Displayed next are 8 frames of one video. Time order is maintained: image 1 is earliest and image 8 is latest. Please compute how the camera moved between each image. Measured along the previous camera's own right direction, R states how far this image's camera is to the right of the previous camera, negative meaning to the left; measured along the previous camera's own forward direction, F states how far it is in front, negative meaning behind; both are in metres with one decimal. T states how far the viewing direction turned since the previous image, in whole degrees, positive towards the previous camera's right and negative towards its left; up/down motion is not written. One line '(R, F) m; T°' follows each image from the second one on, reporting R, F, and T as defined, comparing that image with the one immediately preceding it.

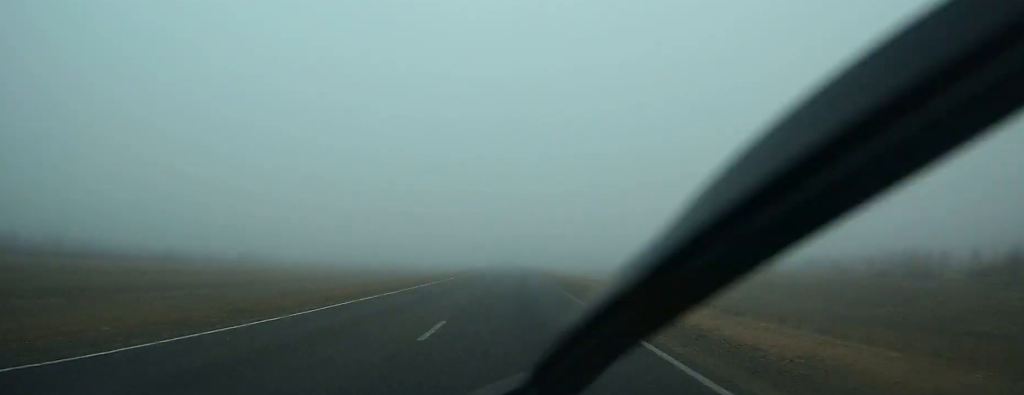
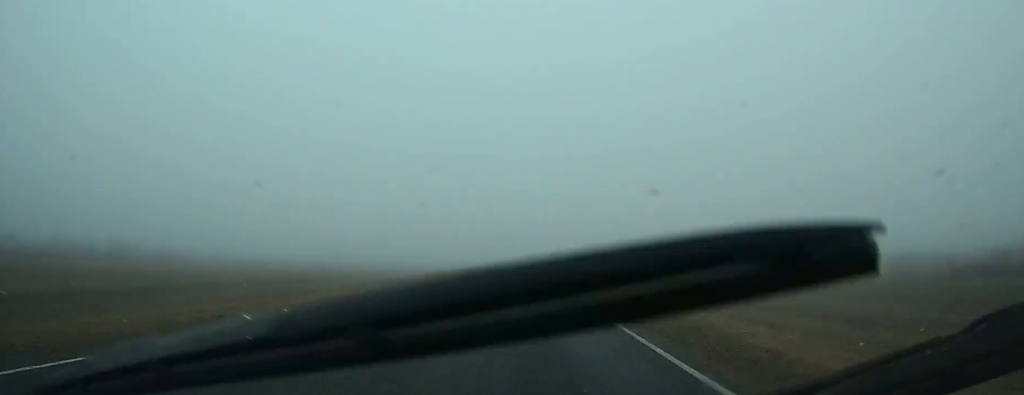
(+0.1, +70.0) m; 0°
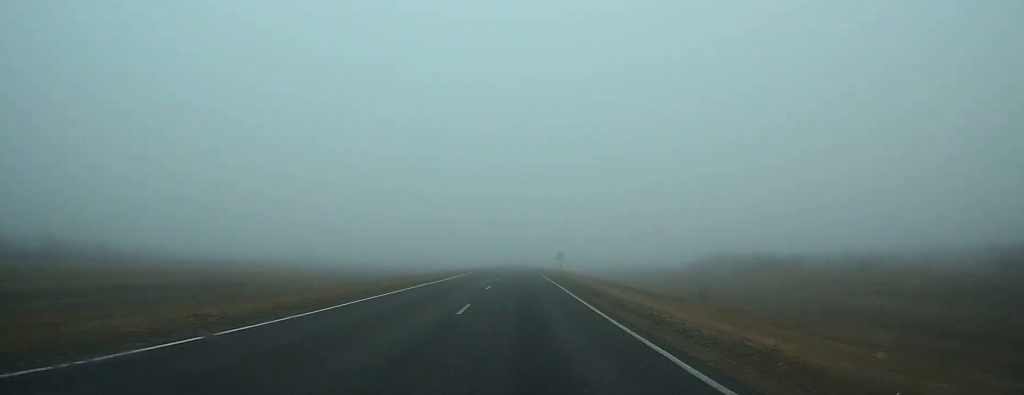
(0.0, +22.1) m; 0°
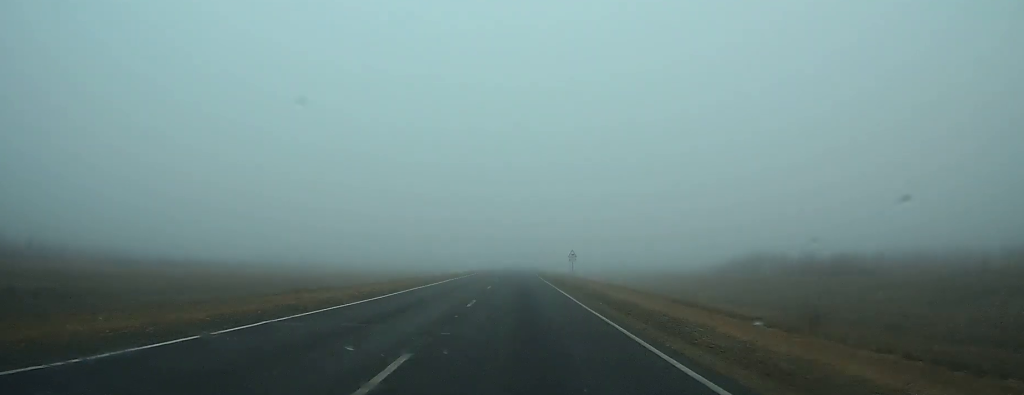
(0.0, +20.1) m; 0°
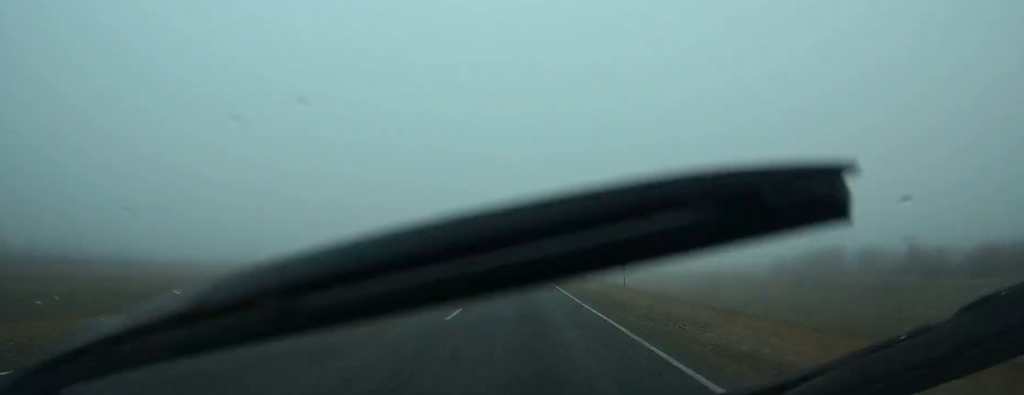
(0.0, +27.0) m; 0°
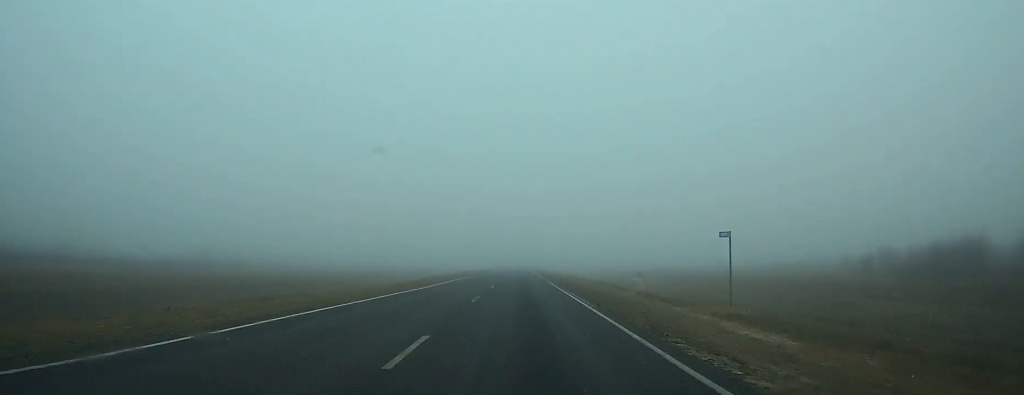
(-0.1, +28.4) m; 0°
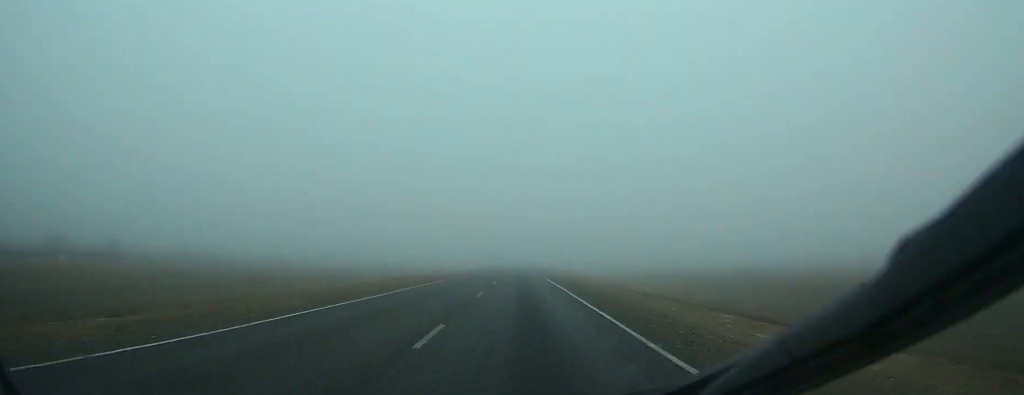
(-0.1, +59.3) m; 0°
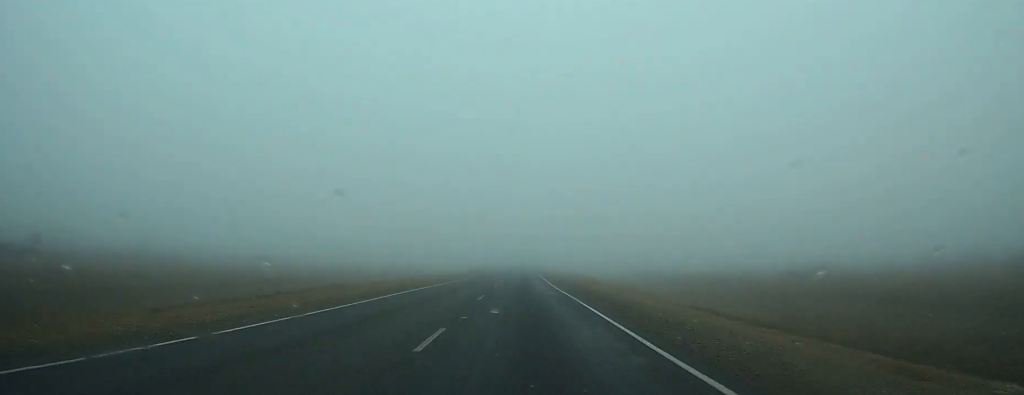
(+0.1, +24.9) m; 0°
